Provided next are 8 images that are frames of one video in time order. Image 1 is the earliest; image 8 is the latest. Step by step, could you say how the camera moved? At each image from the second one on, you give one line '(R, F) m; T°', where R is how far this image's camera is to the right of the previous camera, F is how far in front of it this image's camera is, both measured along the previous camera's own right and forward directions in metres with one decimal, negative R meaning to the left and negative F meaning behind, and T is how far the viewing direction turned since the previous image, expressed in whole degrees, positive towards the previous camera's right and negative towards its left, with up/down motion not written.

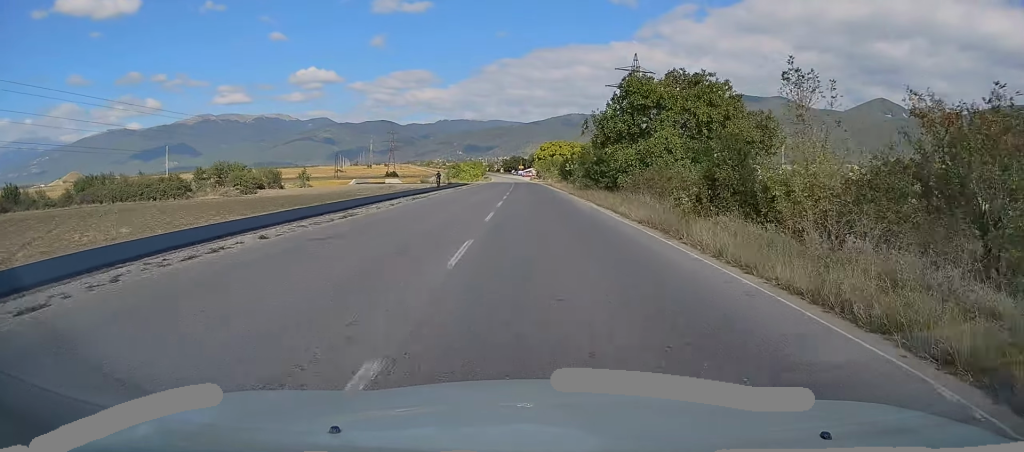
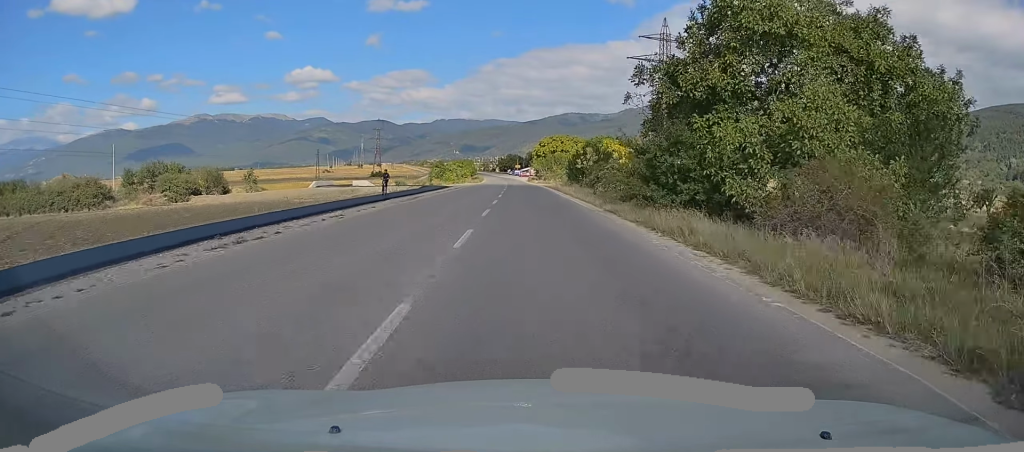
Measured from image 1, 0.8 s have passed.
(+0.1, +20.9) m; 0°
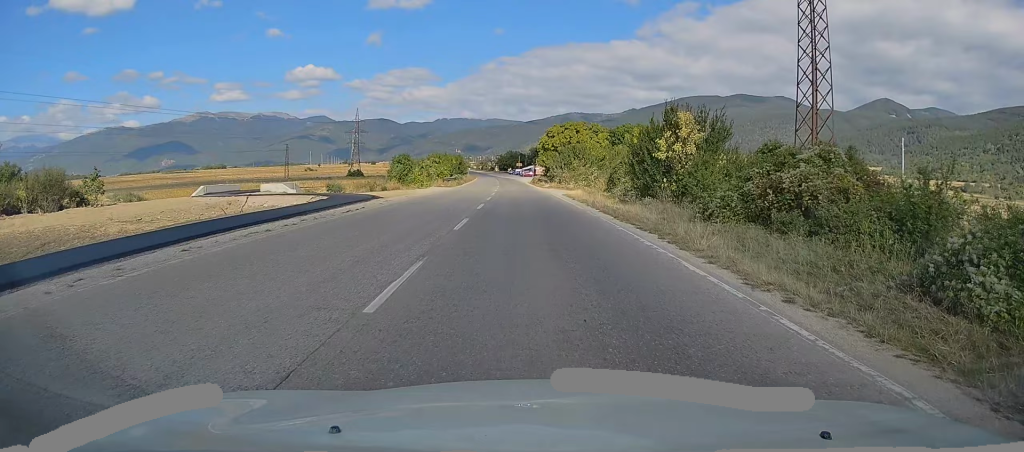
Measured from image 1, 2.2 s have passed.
(-0.1, +35.6) m; 0°
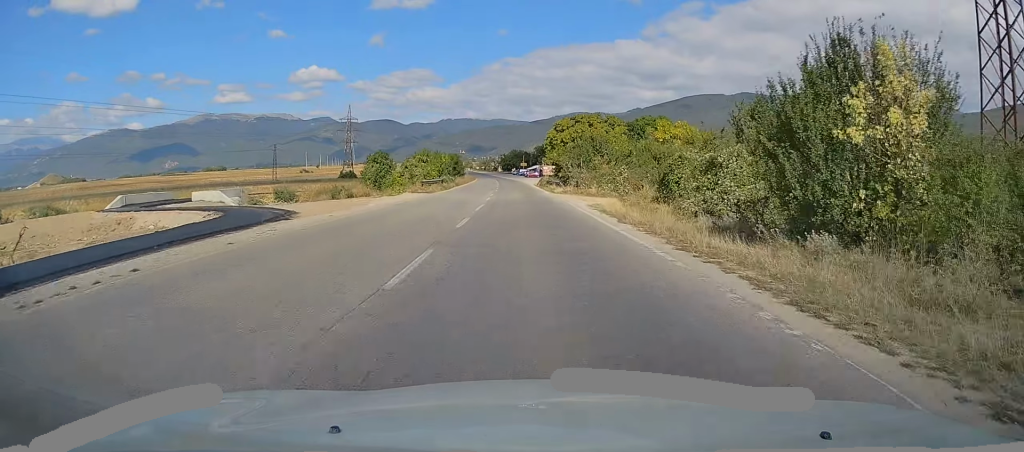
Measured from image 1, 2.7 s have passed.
(+0.1, +14.8) m; 0°
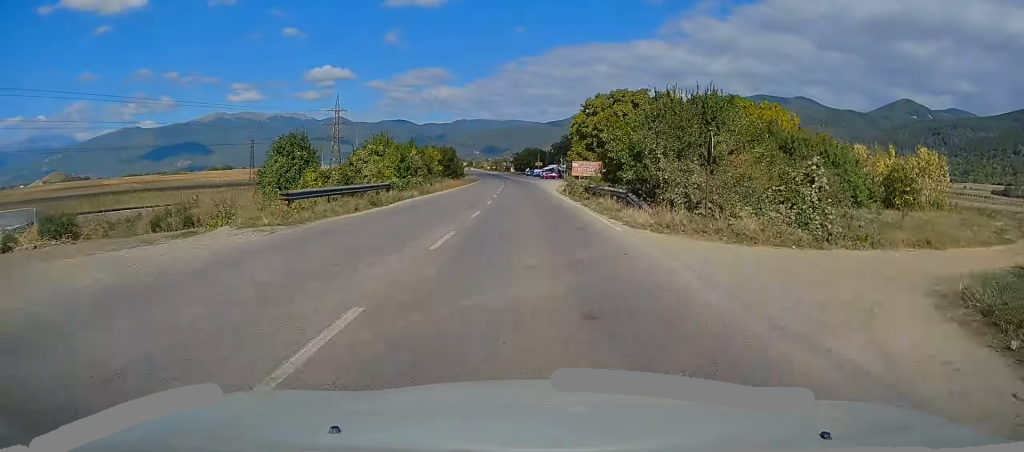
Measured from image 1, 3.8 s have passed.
(-0.4, +27.6) m; -1°
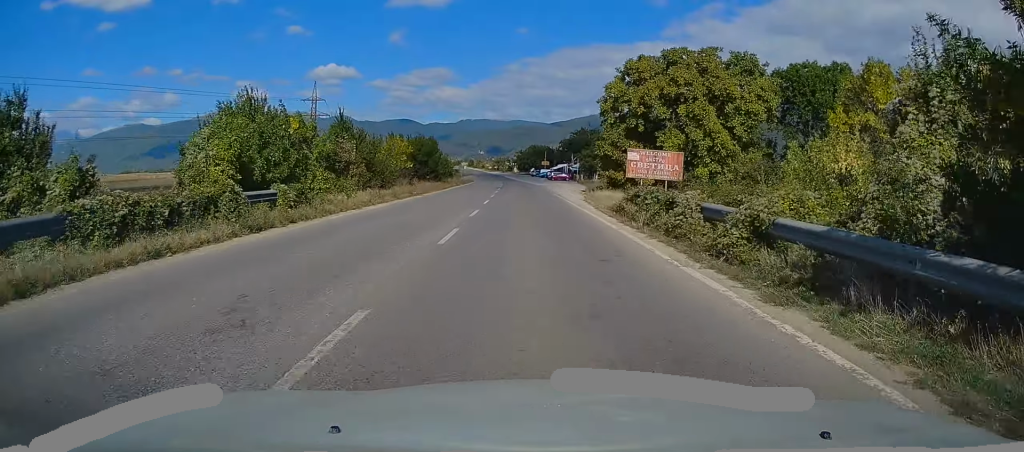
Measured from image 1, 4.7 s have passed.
(+0.1, +23.3) m; 0°
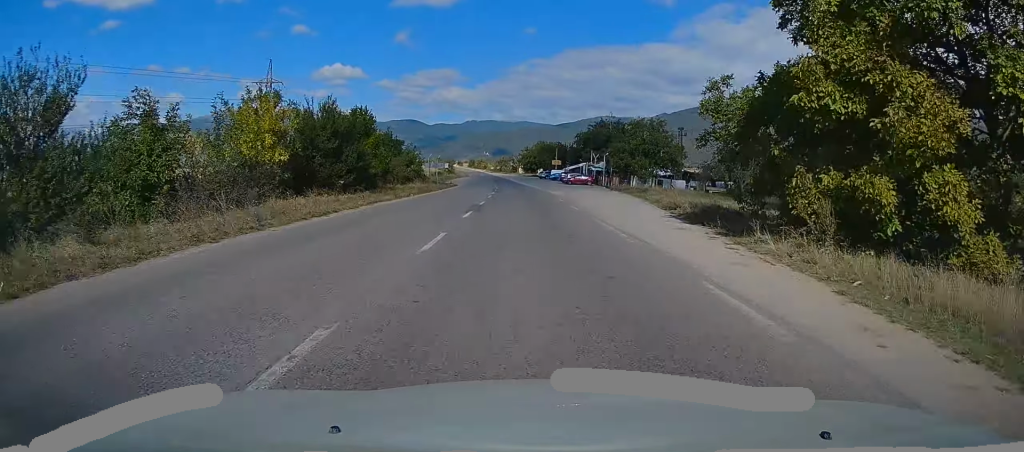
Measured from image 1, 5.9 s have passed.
(-0.3, +31.0) m; -1°
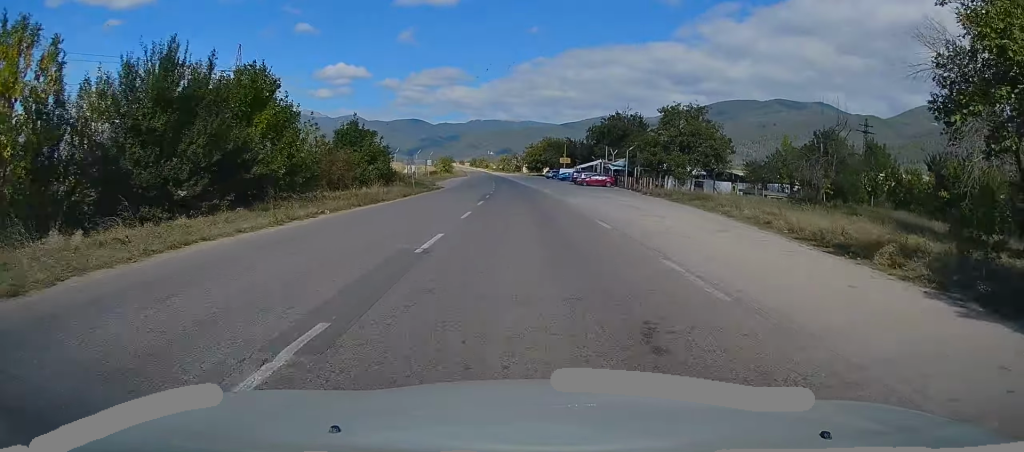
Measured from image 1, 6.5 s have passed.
(0.0, +15.6) m; -1°
